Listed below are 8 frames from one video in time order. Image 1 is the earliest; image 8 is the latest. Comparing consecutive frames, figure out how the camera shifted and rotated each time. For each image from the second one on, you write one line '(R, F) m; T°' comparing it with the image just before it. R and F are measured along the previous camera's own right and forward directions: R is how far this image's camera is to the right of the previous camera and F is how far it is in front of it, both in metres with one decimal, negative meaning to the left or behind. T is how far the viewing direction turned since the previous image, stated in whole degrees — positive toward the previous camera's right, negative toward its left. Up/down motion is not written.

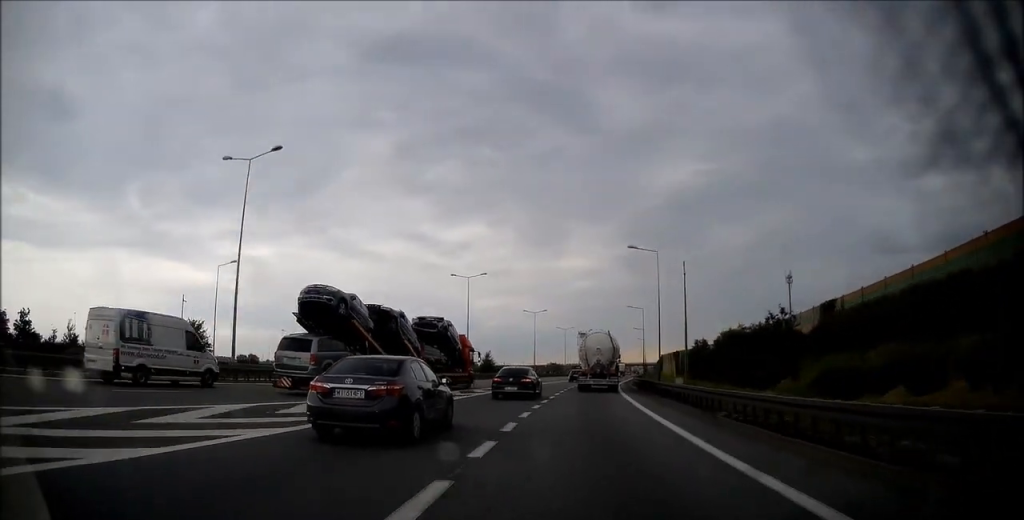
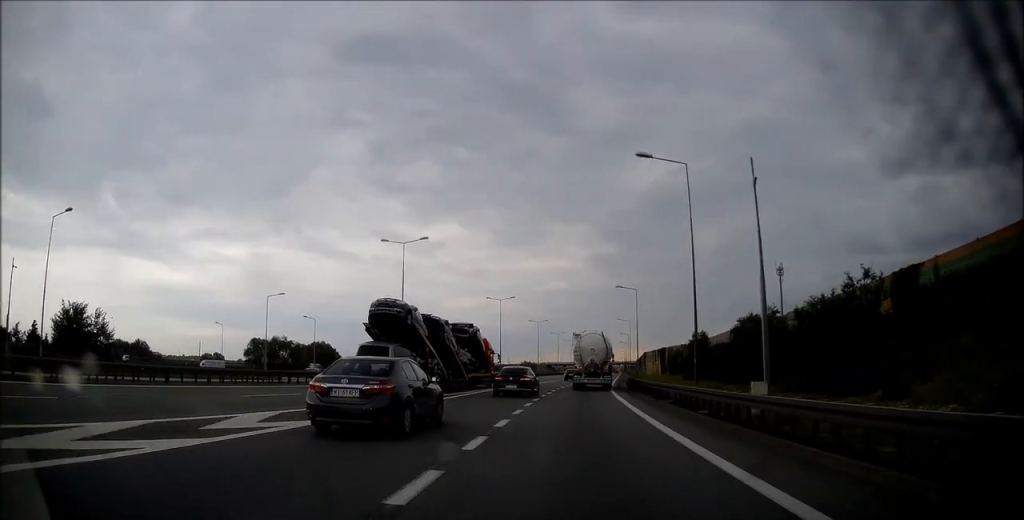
(+0.8, +18.7) m; +2°
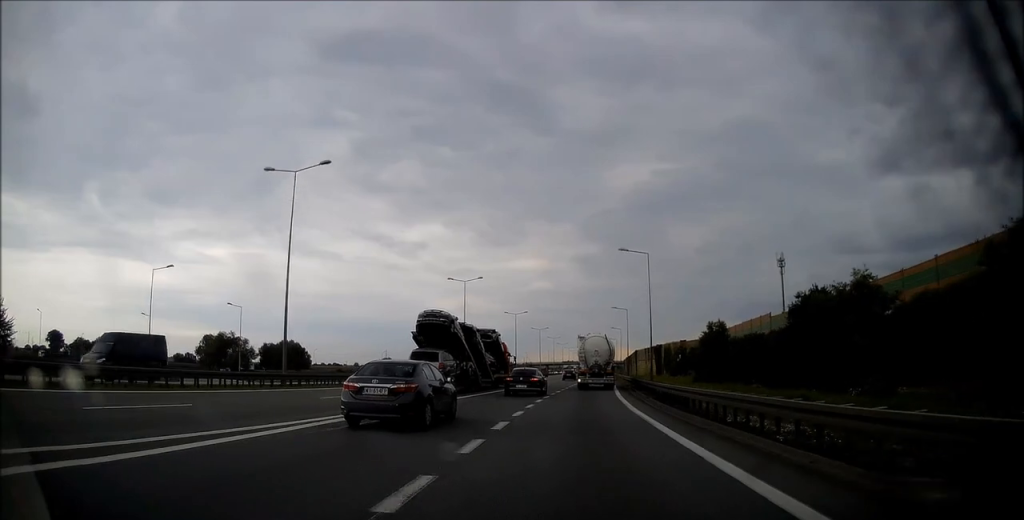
(0.0, +19.7) m; 0°
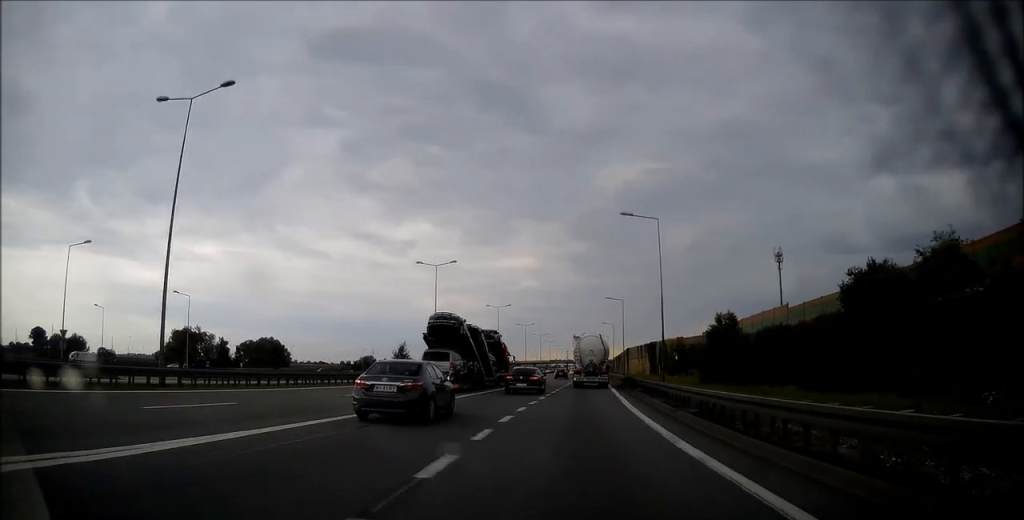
(0.0, +10.0) m; +1°
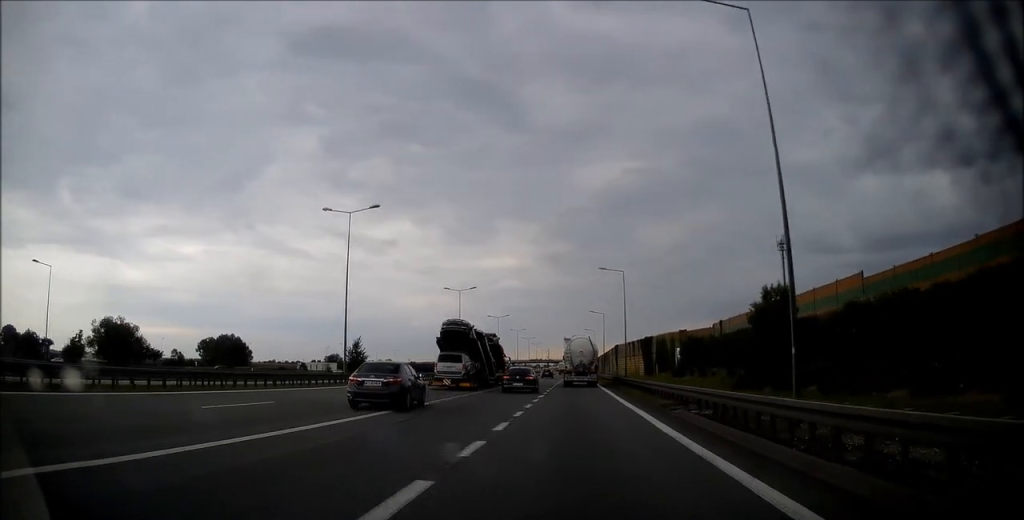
(+0.3, +21.6) m; +2°
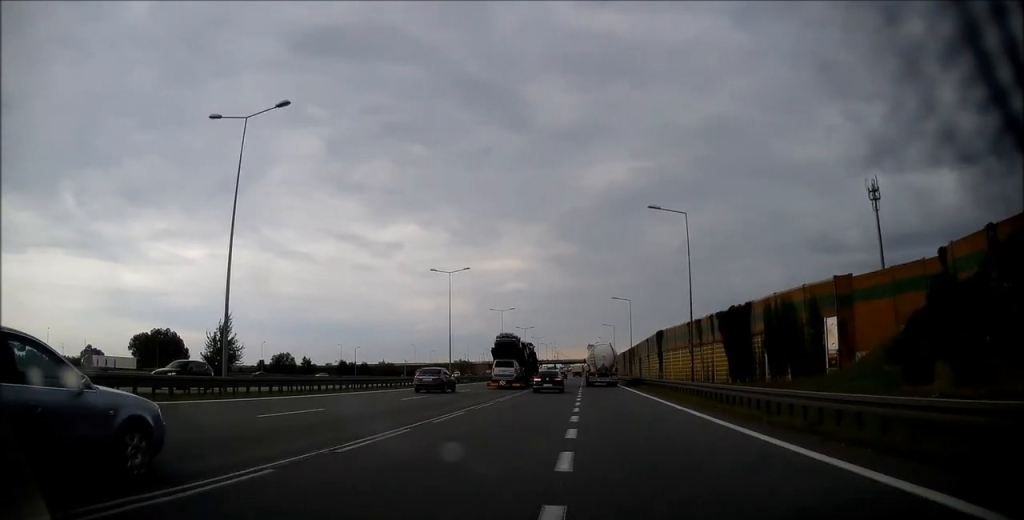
(+1.4, +60.0) m; +1°
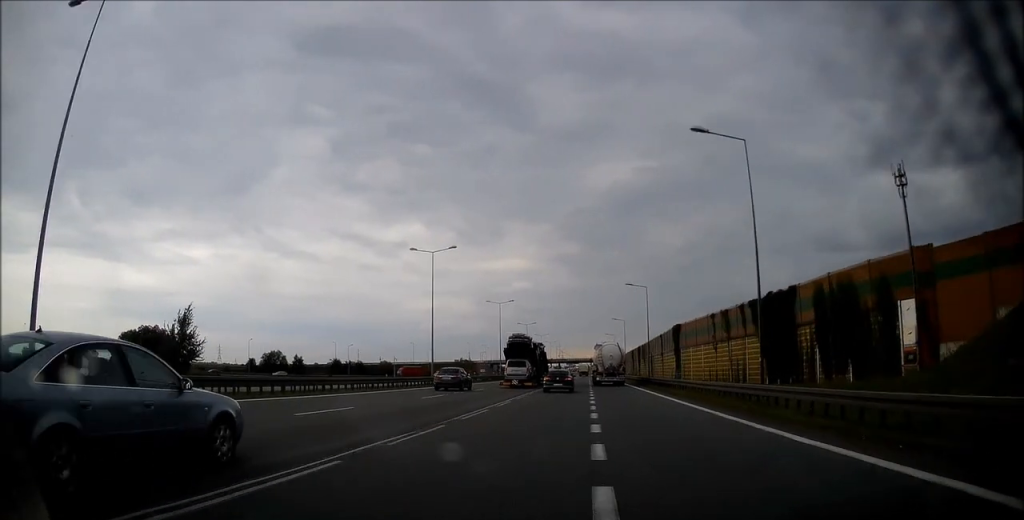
(-0.2, +10.8) m; 0°
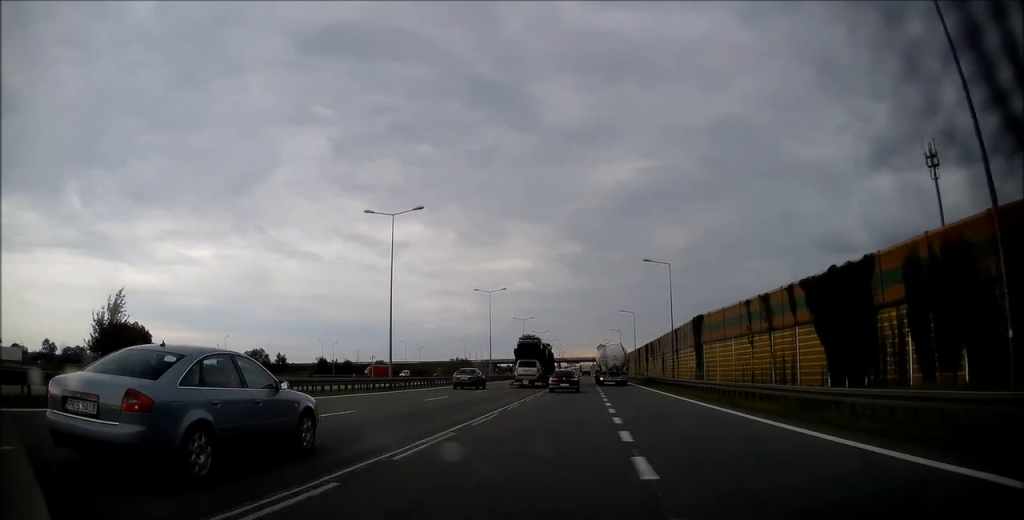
(+0.3, +13.3) m; 0°
